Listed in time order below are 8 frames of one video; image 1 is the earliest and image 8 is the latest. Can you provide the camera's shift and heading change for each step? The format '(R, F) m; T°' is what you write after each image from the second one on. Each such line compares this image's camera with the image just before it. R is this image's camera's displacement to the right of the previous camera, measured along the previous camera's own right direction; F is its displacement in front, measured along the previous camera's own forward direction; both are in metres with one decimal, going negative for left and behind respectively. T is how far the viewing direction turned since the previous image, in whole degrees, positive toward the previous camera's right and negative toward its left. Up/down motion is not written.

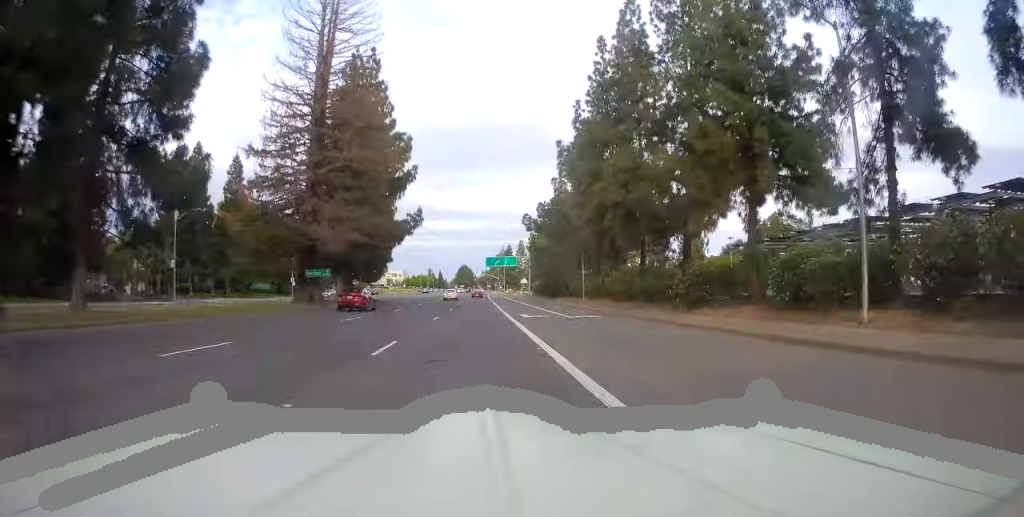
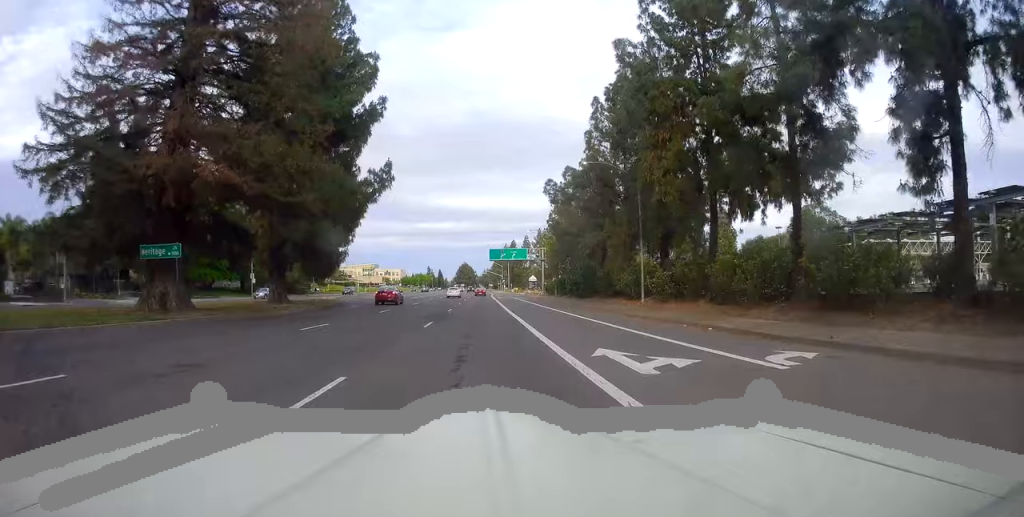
(-0.7, +21.7) m; -3°
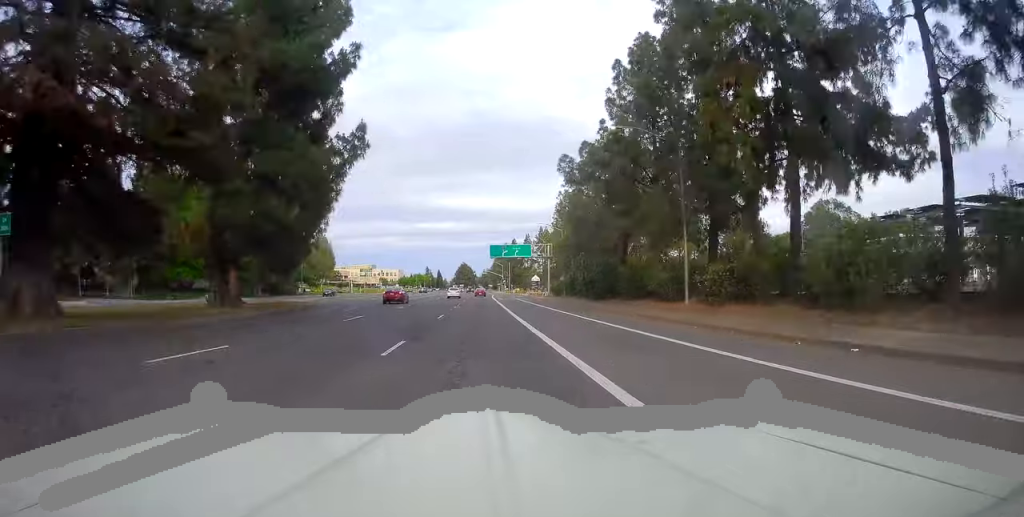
(0.0, +8.5) m; +1°
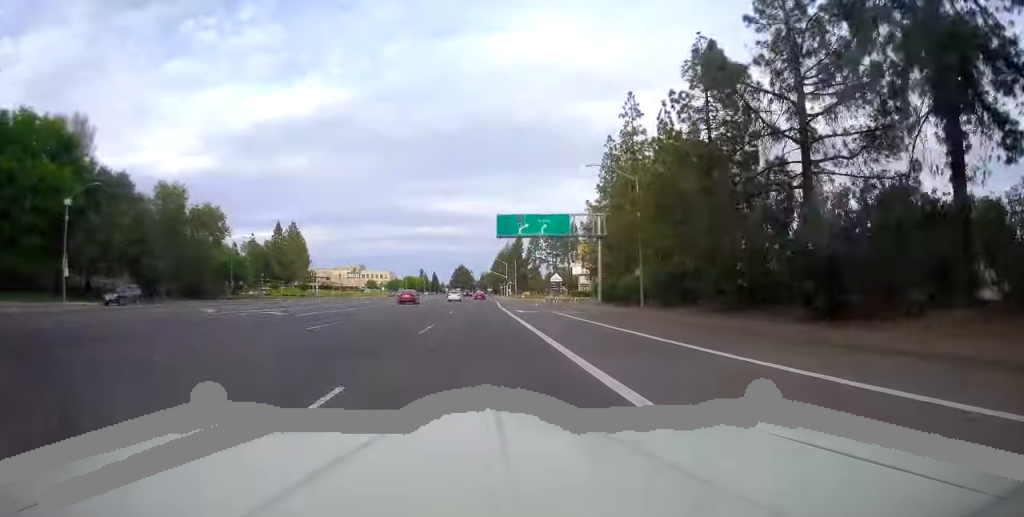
(+0.4, +35.9) m; 0°
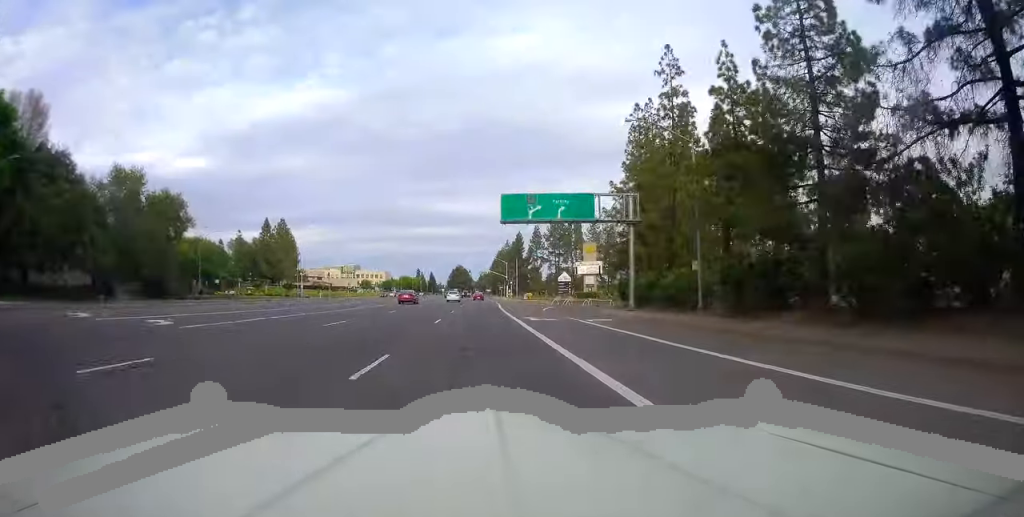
(-0.2, +10.6) m; 0°
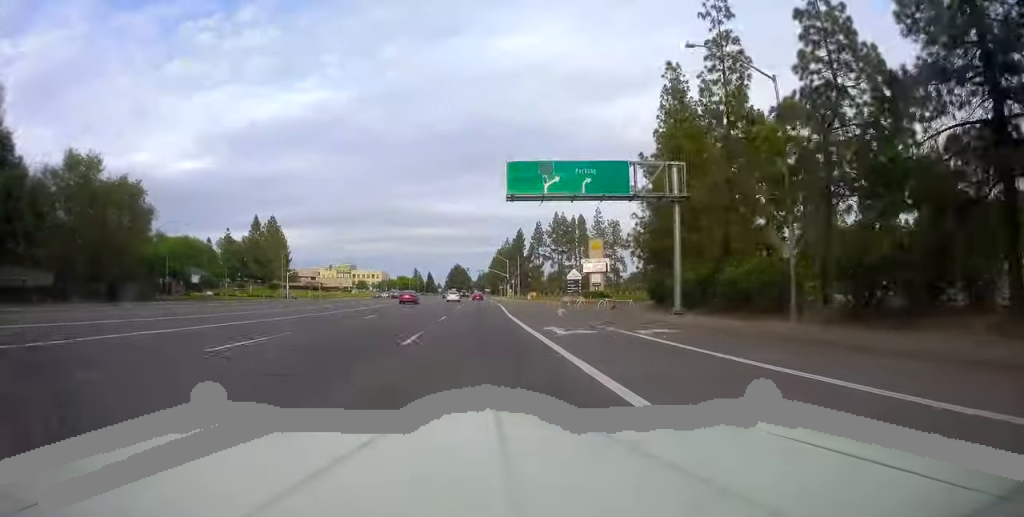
(+0.2, +9.1) m; 0°
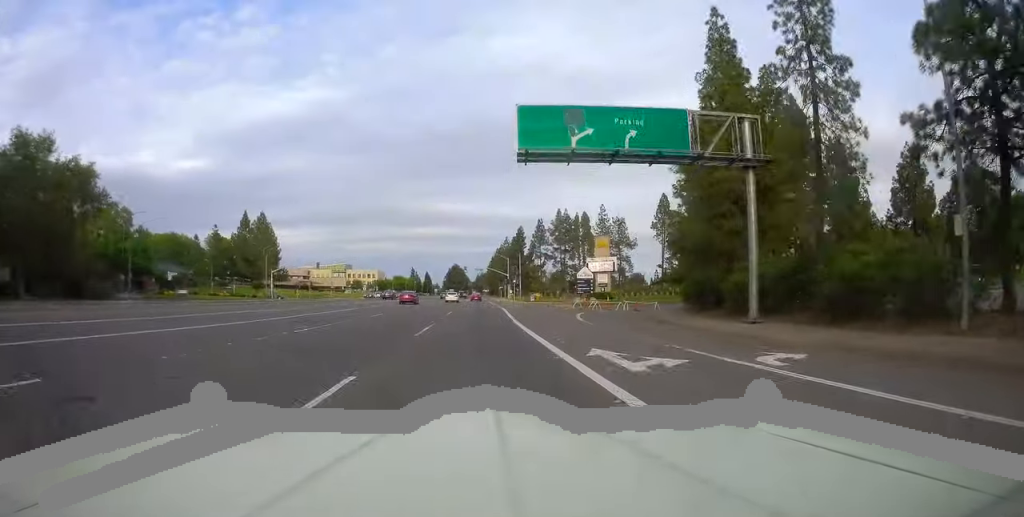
(+0.2, +8.4) m; 0°
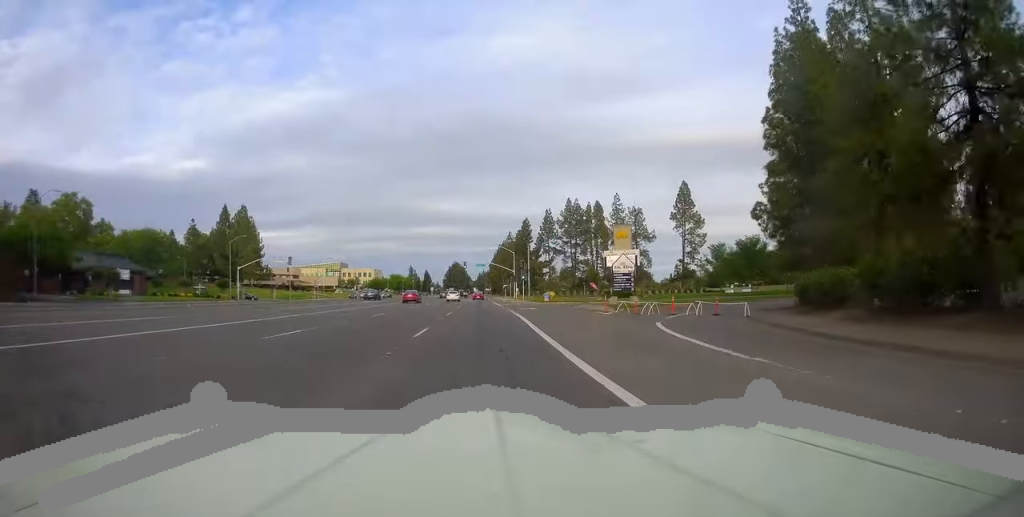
(-0.5, +16.9) m; 0°
